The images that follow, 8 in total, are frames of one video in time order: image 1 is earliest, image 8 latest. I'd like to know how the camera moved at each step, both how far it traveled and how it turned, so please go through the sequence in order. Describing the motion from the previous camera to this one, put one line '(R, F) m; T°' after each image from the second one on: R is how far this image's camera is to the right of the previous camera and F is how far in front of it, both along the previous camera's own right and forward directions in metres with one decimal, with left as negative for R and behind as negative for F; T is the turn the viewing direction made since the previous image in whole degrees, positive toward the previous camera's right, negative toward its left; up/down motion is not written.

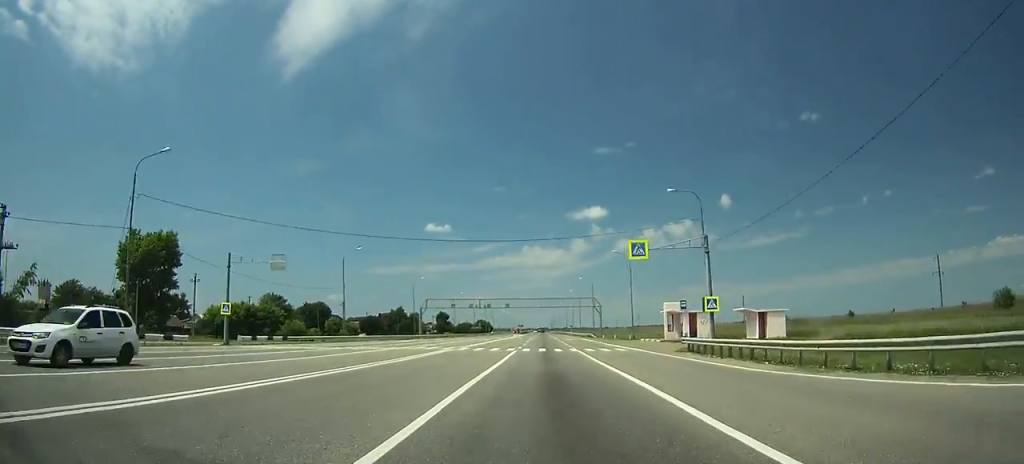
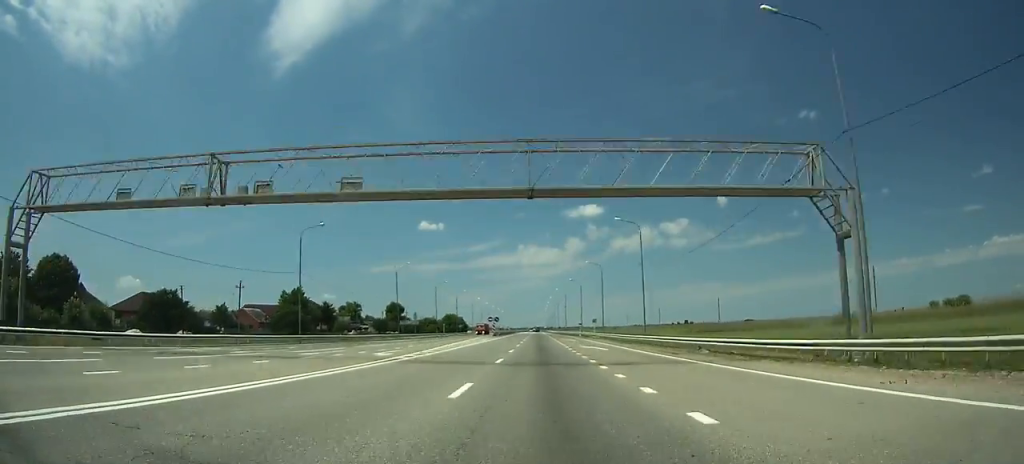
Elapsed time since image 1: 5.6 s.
(+0.7, +102.8) m; 0°
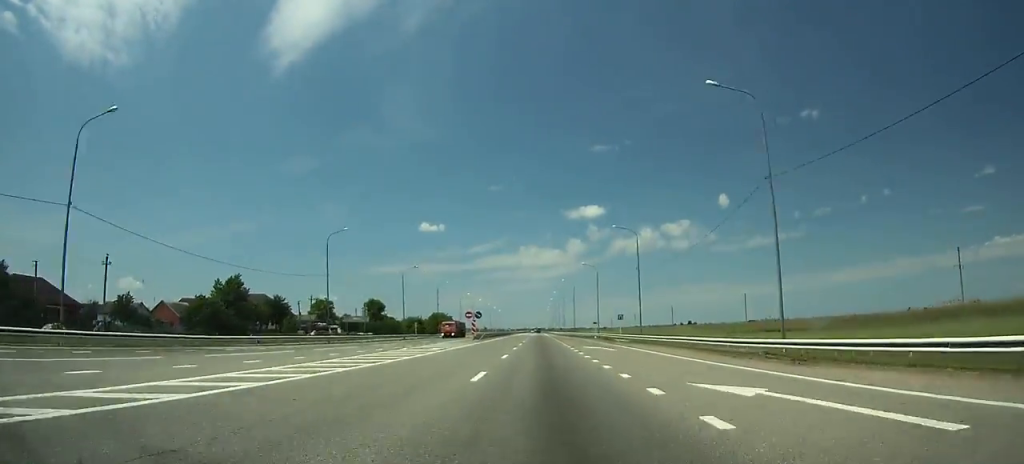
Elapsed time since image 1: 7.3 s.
(0.0, +31.8) m; 0°
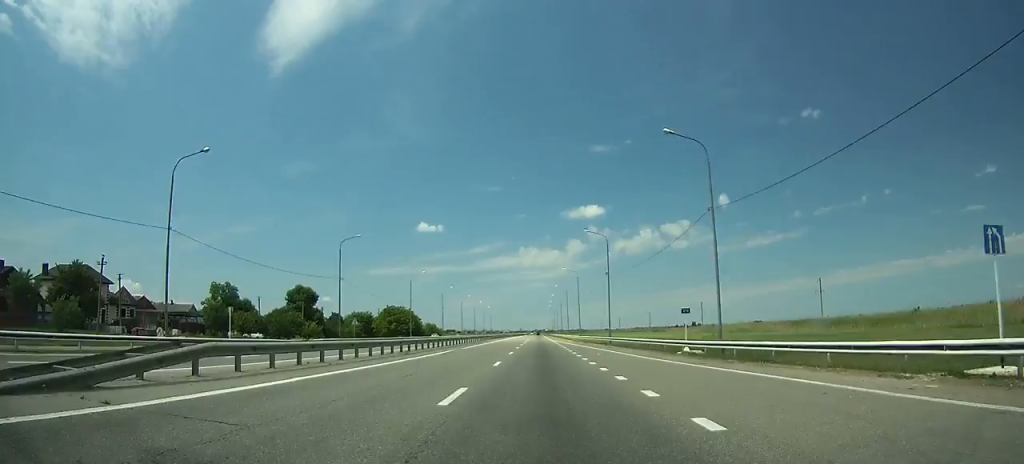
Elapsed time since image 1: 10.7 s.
(-0.4, +64.6) m; 0°
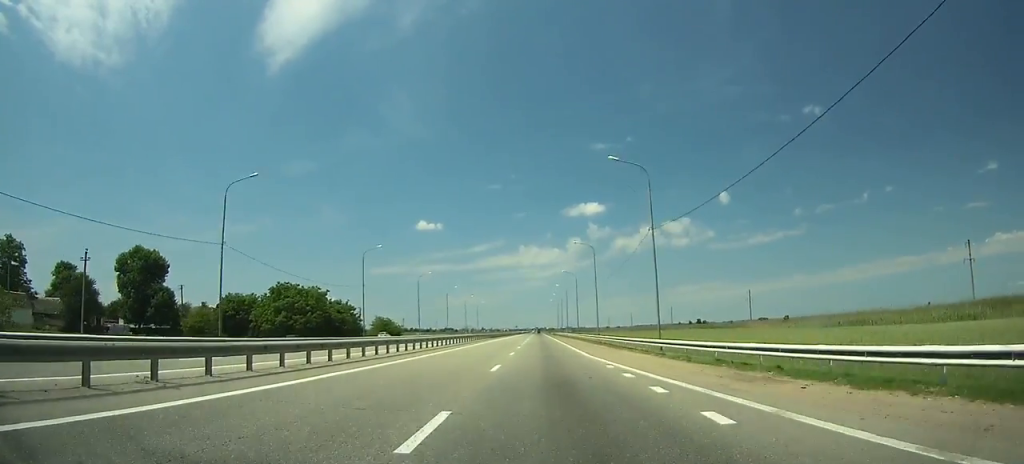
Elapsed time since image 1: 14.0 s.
(+0.2, +64.1) m; 0°
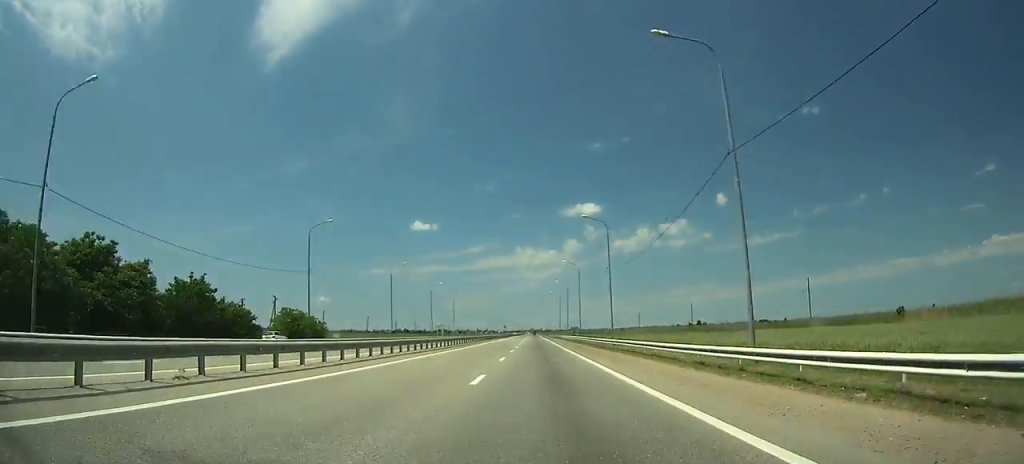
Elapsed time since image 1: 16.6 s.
(+0.1, +51.6) m; 0°
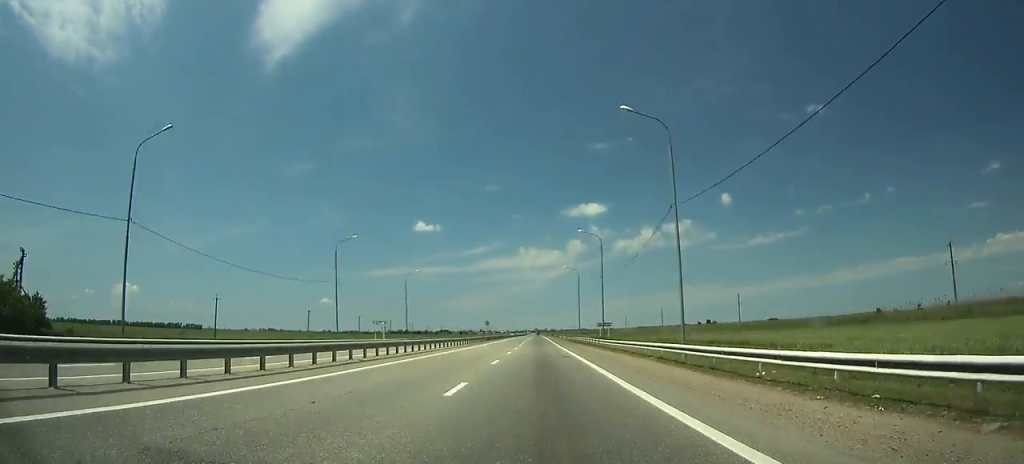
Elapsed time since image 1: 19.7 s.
(0.0, +62.9) m; 0°
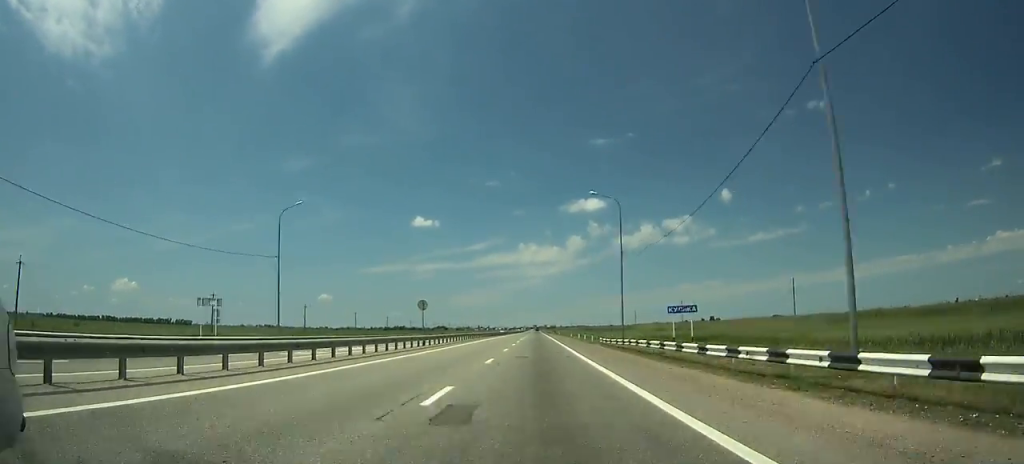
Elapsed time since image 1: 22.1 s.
(+0.1, +49.7) m; 0°
